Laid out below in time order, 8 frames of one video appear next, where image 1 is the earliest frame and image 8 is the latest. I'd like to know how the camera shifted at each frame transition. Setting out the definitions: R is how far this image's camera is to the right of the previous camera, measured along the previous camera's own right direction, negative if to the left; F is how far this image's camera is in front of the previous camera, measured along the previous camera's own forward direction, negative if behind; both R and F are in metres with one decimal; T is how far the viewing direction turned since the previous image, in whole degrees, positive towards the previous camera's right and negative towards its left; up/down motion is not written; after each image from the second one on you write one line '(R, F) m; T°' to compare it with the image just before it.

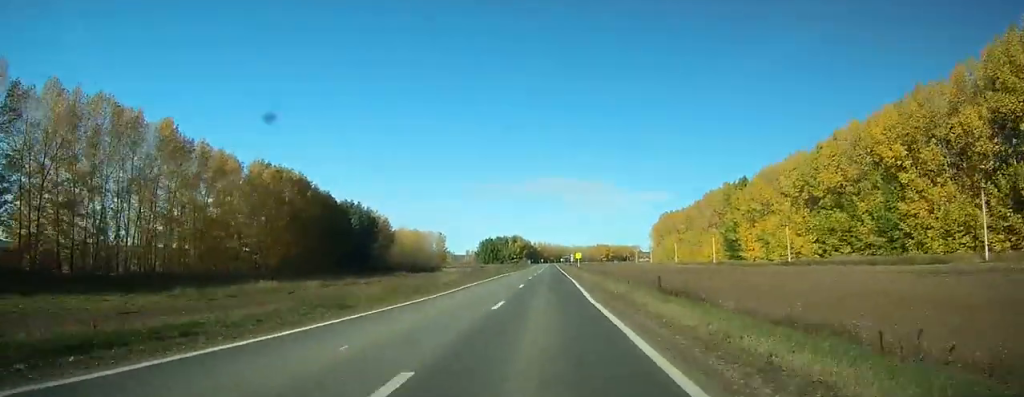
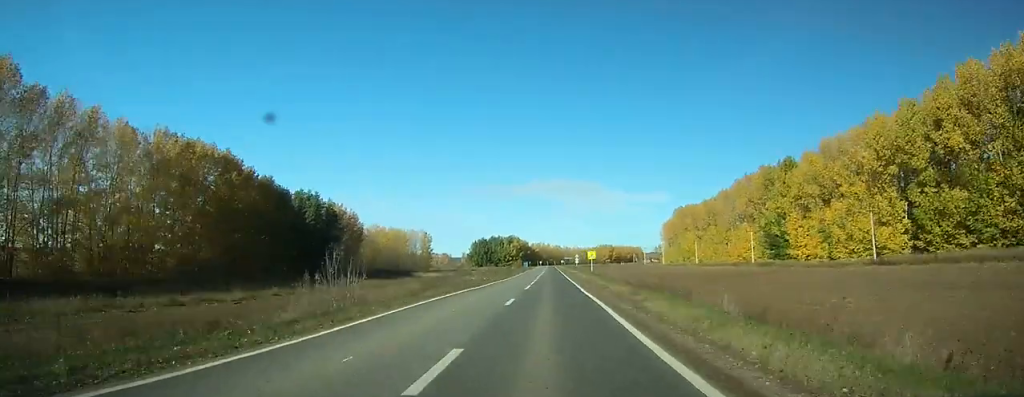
(0.0, +31.7) m; 0°
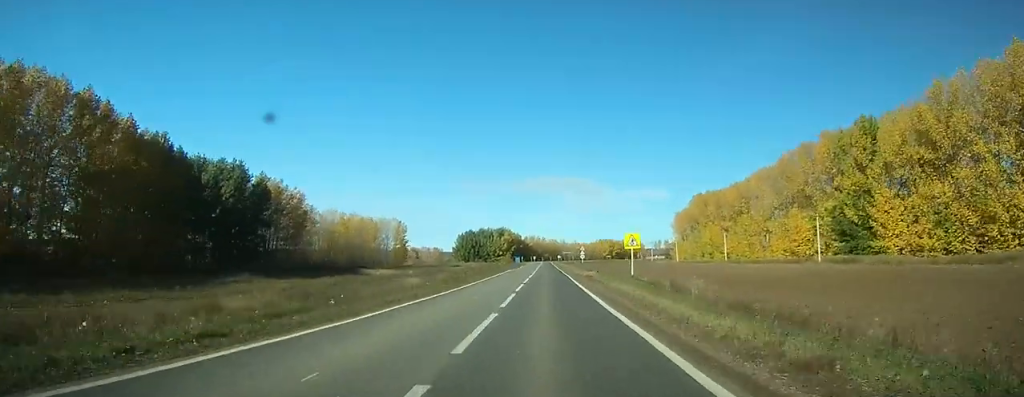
(+0.2, +37.4) m; 0°
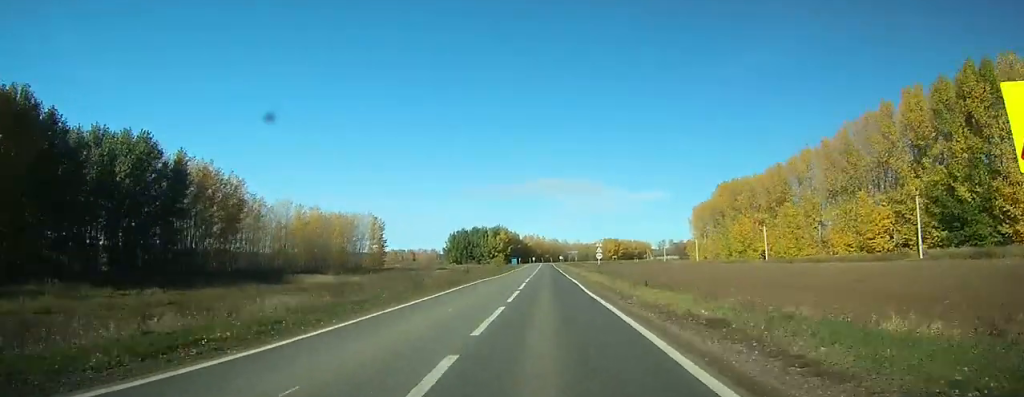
(0.0, +29.2) m; 0°
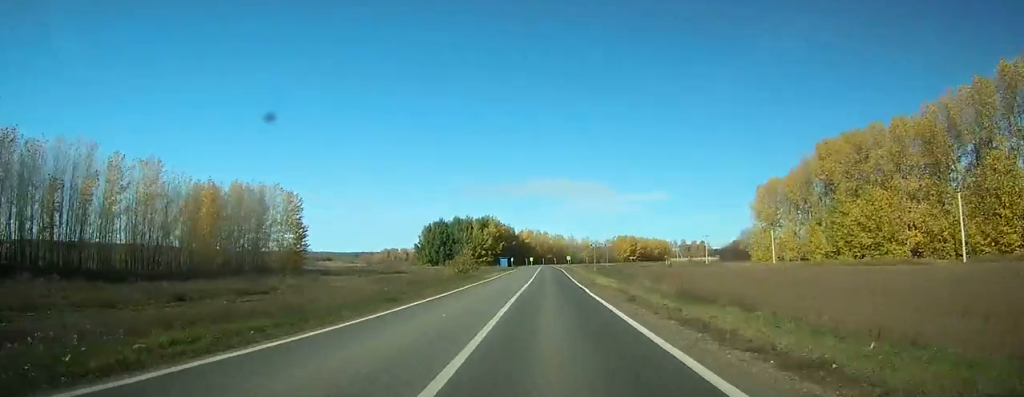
(-0.2, +61.6) m; 0°
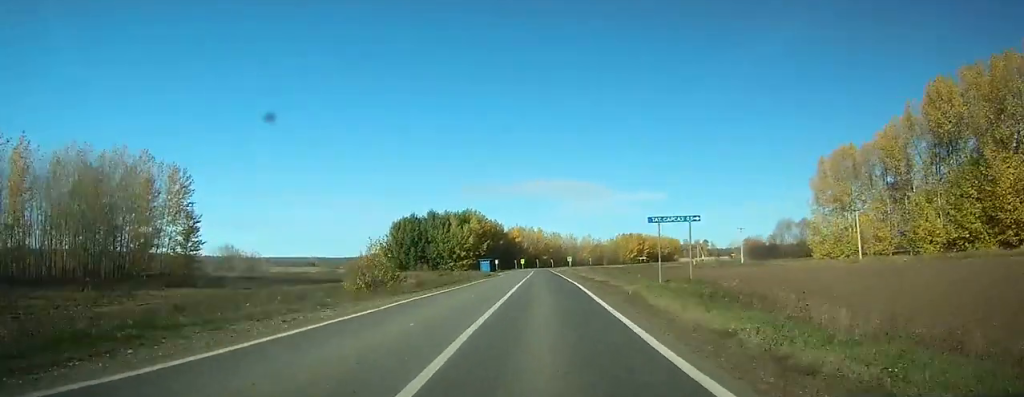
(-0.1, +36.5) m; 0°
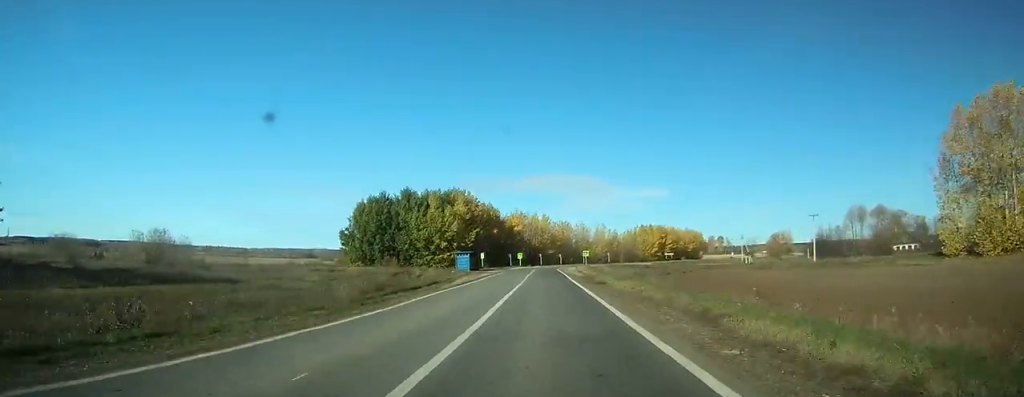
(0.0, +37.5) m; 0°
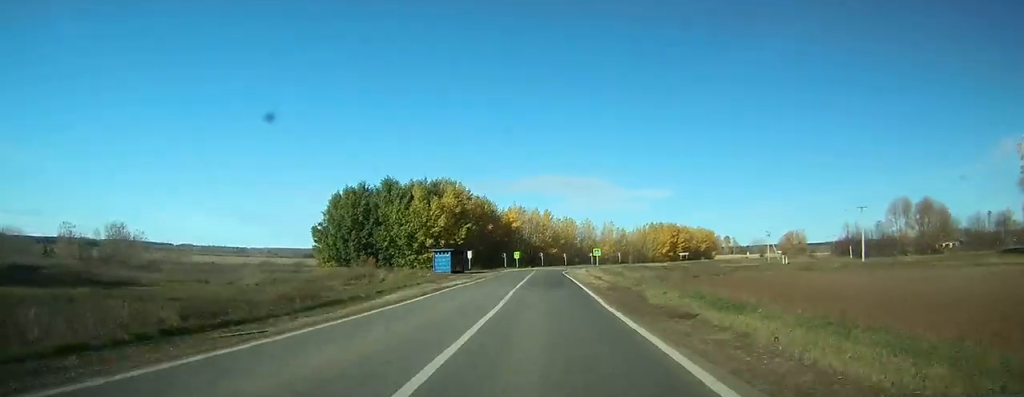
(0.0, +17.4) m; 0°
